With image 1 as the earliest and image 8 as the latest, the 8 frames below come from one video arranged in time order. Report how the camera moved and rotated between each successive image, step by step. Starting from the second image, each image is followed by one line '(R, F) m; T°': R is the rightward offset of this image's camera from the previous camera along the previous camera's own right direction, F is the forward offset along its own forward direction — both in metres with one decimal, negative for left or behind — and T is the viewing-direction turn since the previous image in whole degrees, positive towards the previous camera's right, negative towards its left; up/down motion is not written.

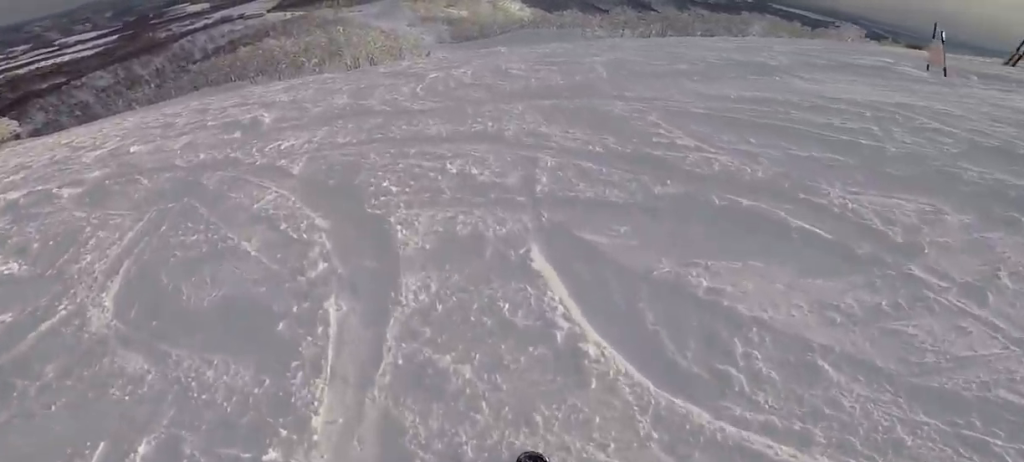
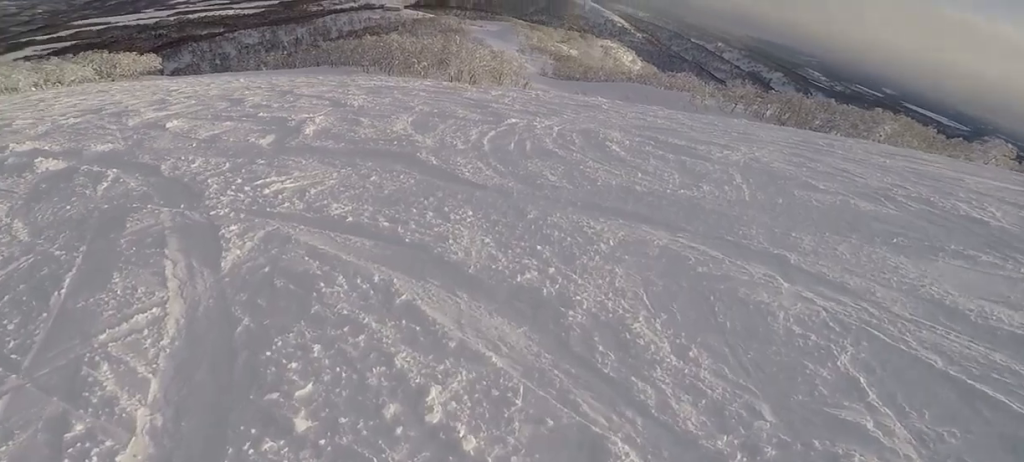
(-0.5, +2.5) m; -7°
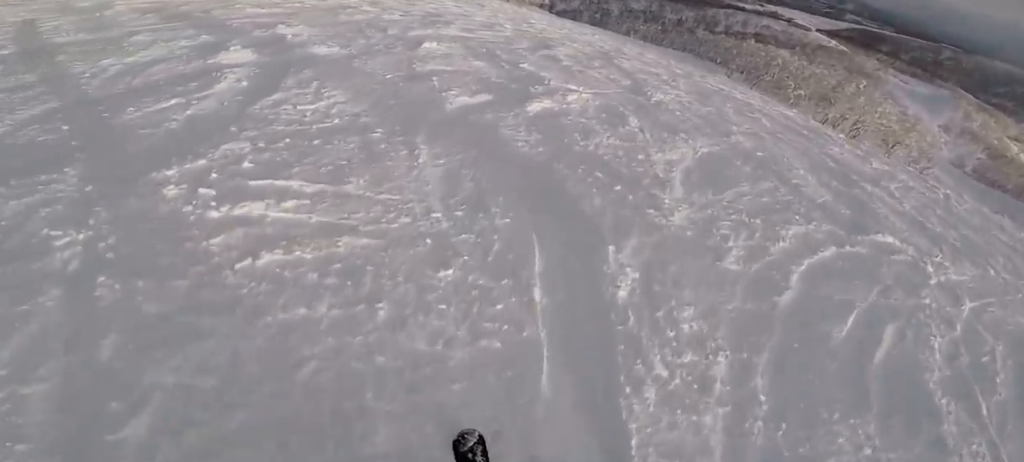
(+0.4, +3.0) m; -29°
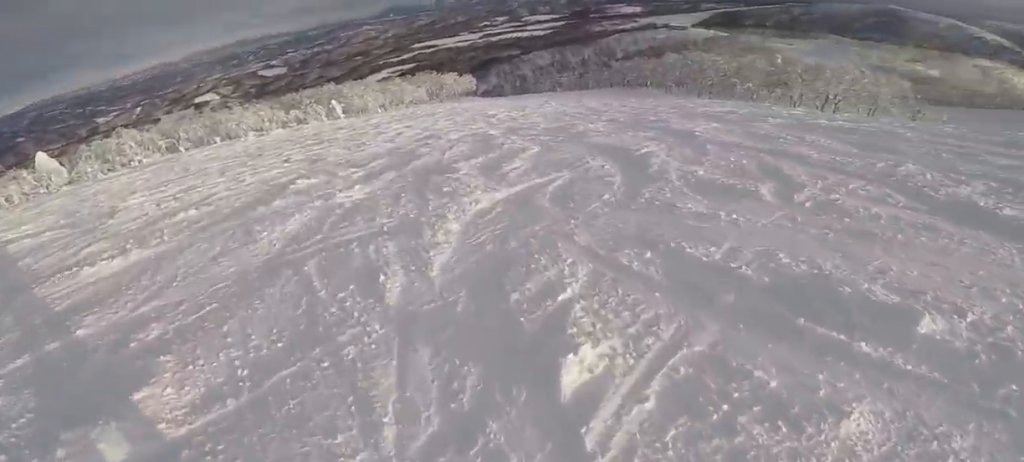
(+0.4, +7.0) m; +41°
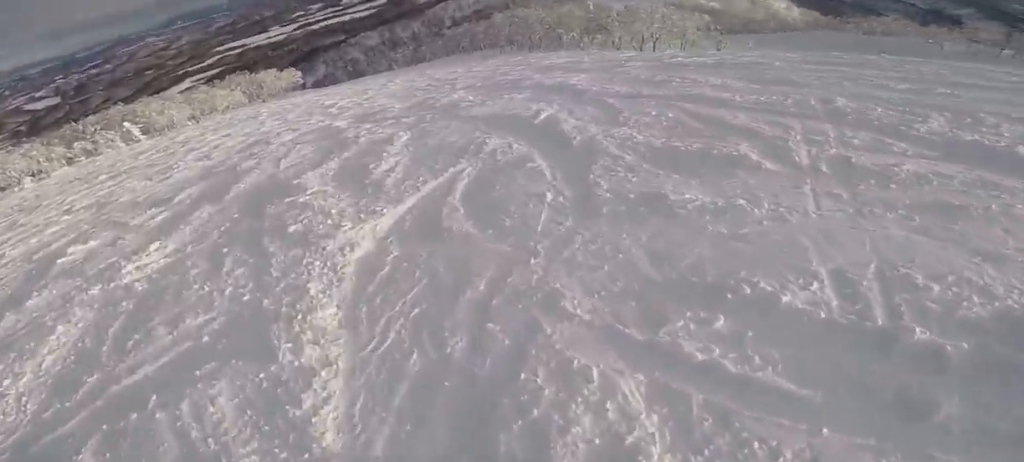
(+0.3, +2.0) m; -3°
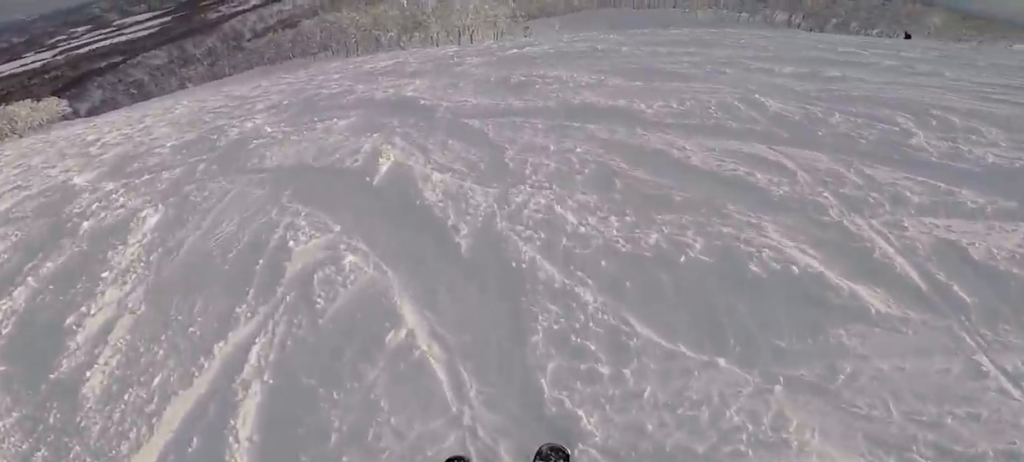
(+0.1, +2.6) m; -9°
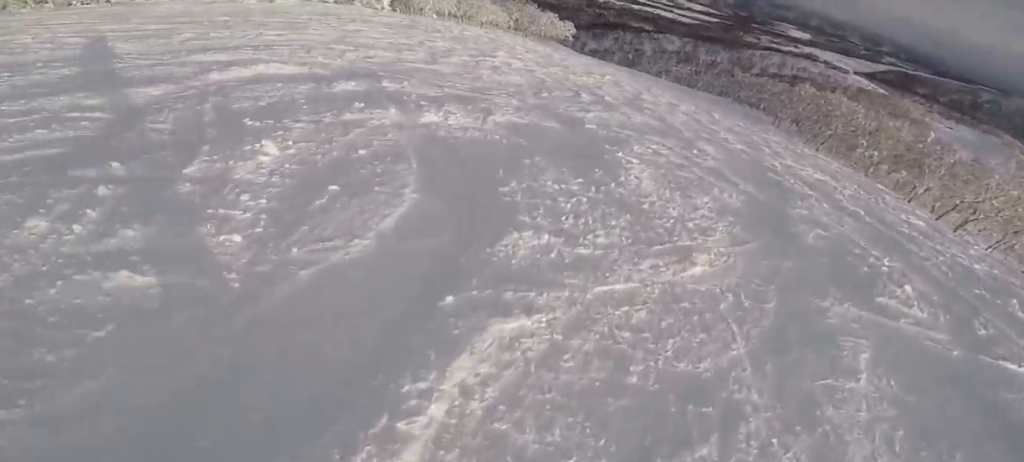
(-2.2, +6.2) m; -26°
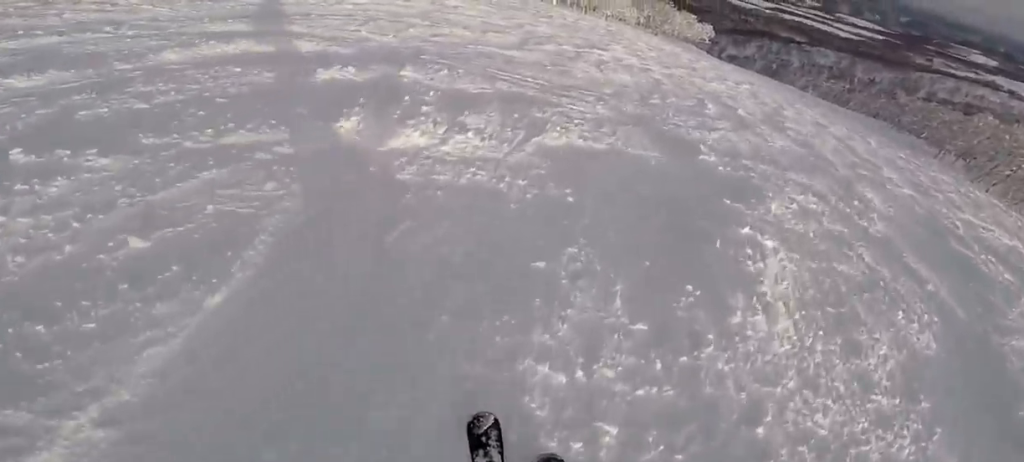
(0.0, +2.8) m; 0°
